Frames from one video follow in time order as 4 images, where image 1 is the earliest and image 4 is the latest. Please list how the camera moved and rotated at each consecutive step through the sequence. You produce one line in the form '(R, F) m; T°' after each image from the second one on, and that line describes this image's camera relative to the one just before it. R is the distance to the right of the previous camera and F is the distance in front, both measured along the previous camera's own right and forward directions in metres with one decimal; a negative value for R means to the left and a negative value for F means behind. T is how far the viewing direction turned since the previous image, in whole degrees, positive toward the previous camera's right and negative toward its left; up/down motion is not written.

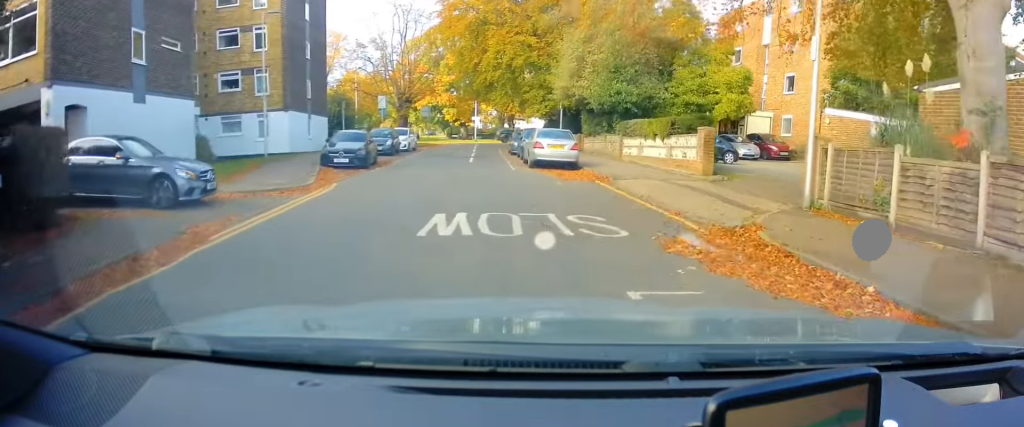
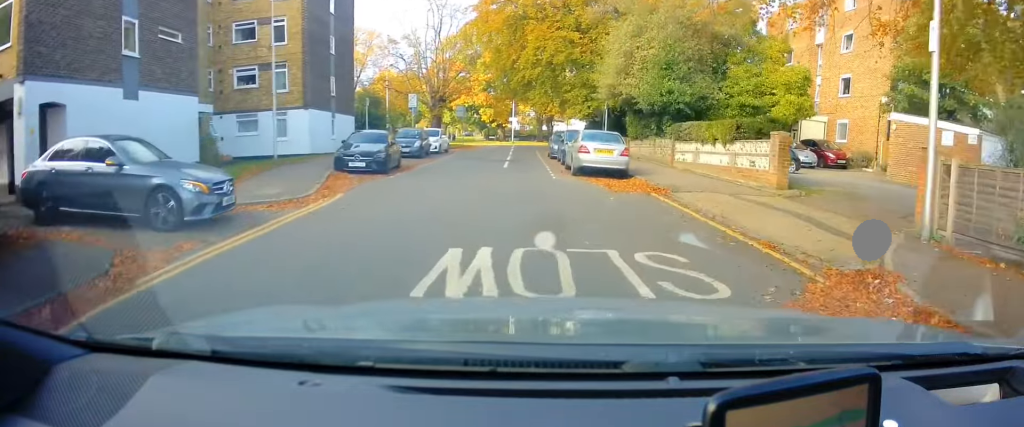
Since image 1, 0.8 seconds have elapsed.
(0.0, +2.4) m; -8°
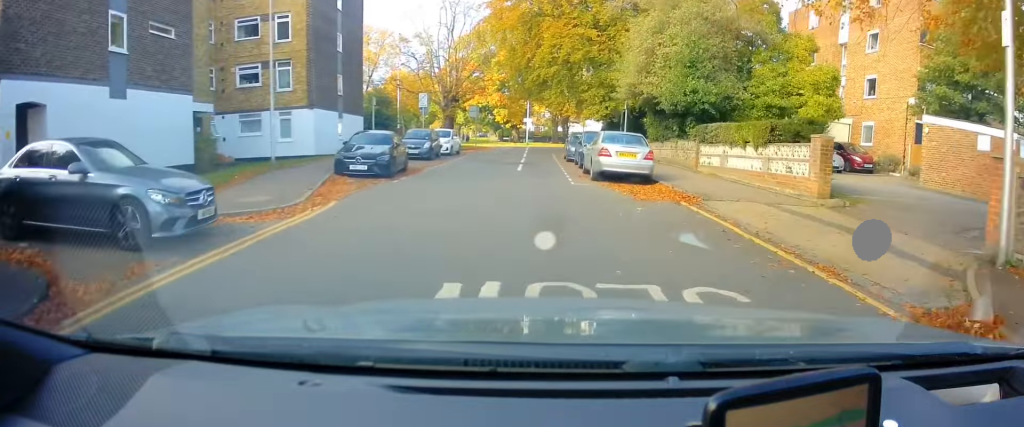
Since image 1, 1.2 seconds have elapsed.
(+0.1, +1.2) m; -4°
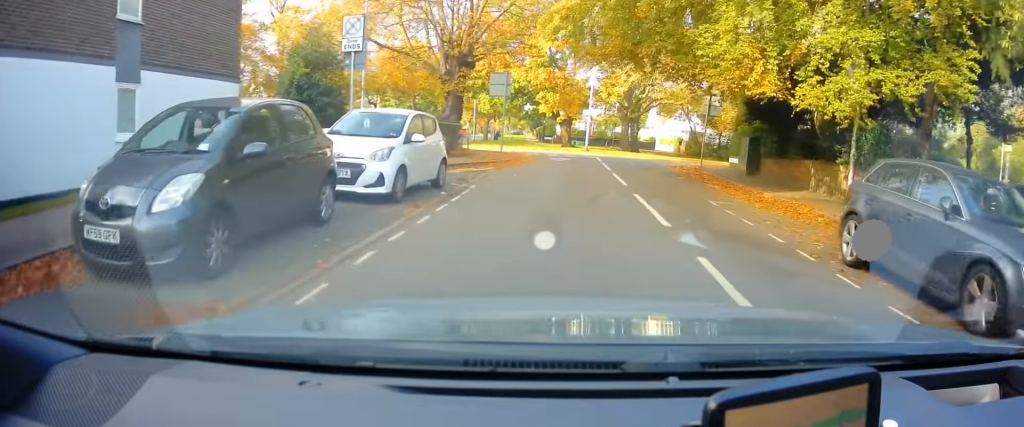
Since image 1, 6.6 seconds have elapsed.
(-1.9, +22.5) m; -7°
